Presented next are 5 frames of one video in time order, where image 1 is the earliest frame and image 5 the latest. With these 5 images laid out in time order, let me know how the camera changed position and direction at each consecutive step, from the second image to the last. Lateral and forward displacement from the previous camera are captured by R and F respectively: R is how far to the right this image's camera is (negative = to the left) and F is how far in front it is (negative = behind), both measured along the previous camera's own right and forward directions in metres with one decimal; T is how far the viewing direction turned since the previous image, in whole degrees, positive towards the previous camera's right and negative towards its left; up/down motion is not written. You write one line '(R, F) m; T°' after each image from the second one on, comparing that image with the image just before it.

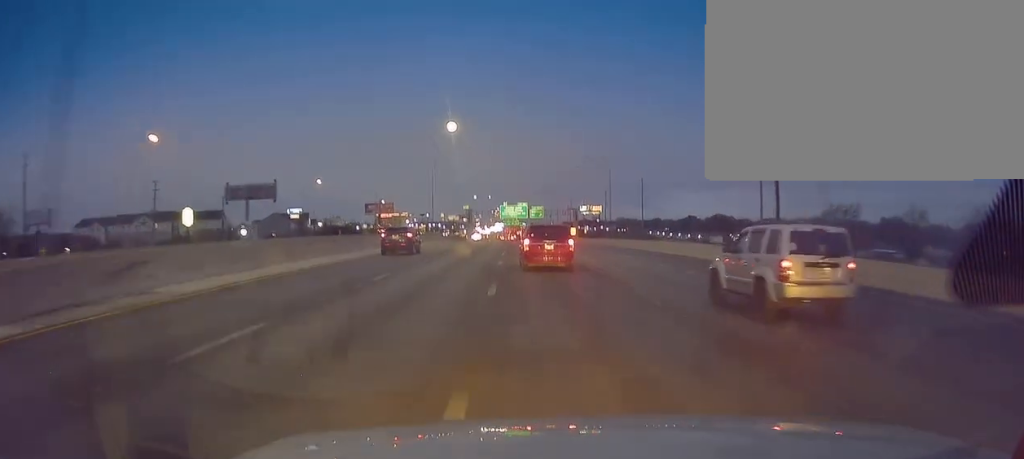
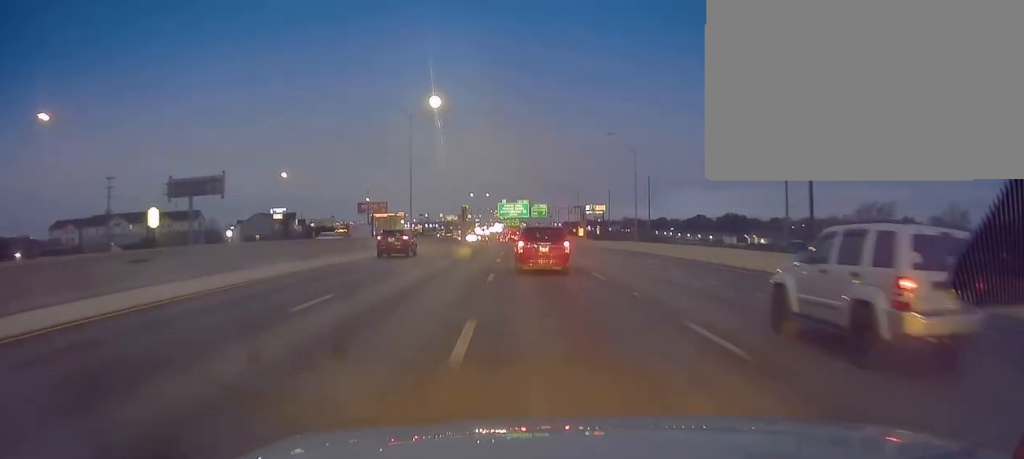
(+0.1, +19.3) m; 0°
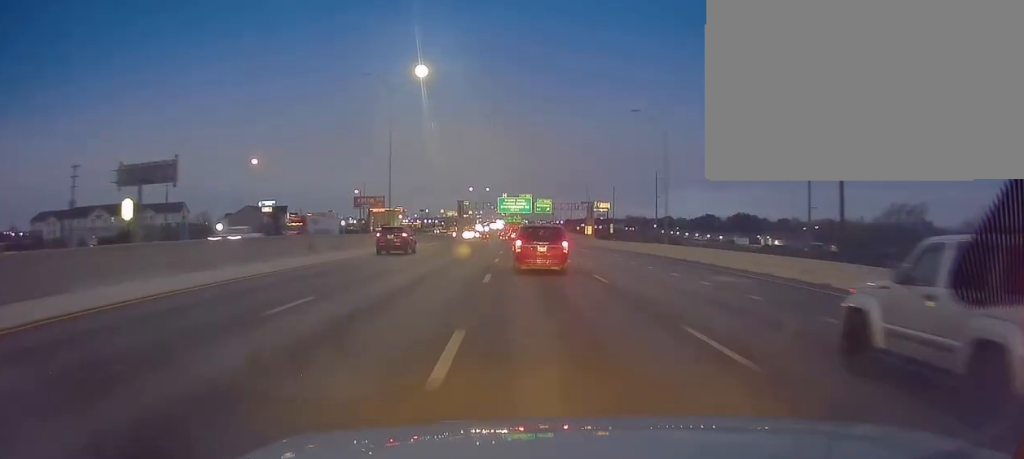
(+0.2, +13.6) m; 0°
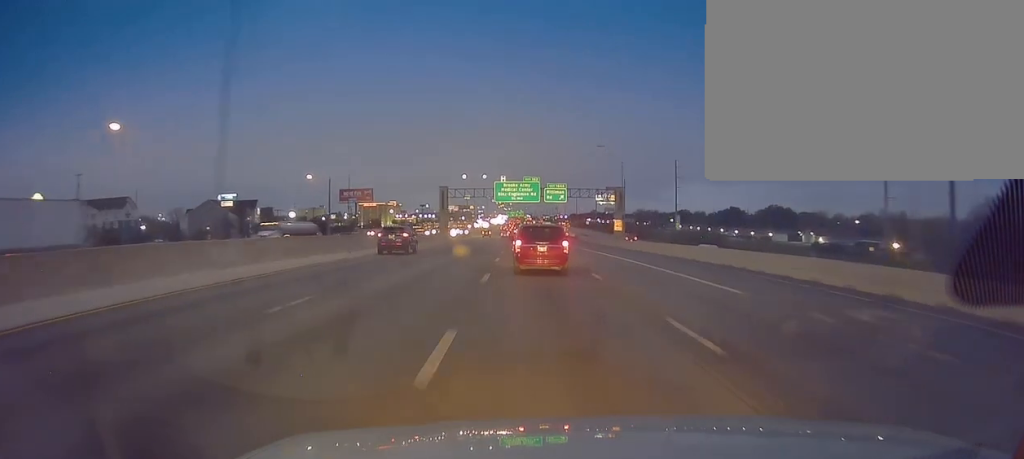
(-0.2, +37.8) m; 0°
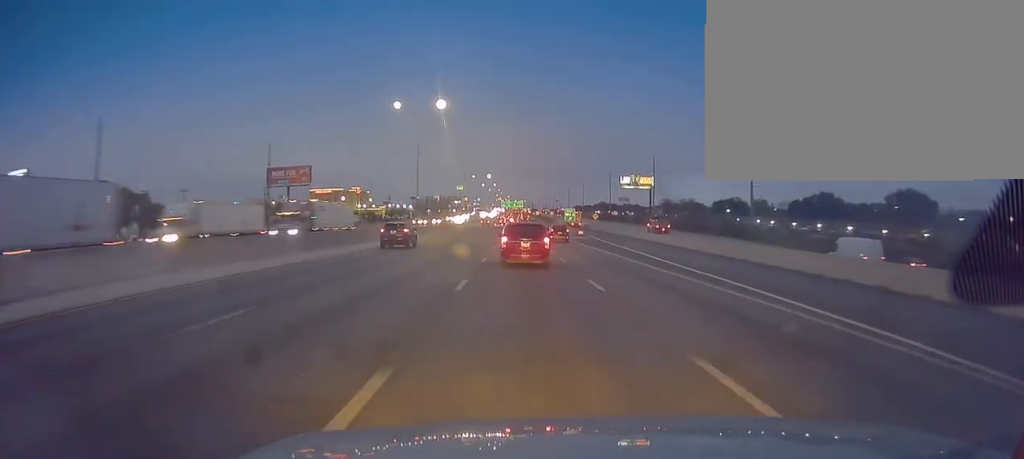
(+0.2, +99.8) m; 0°
